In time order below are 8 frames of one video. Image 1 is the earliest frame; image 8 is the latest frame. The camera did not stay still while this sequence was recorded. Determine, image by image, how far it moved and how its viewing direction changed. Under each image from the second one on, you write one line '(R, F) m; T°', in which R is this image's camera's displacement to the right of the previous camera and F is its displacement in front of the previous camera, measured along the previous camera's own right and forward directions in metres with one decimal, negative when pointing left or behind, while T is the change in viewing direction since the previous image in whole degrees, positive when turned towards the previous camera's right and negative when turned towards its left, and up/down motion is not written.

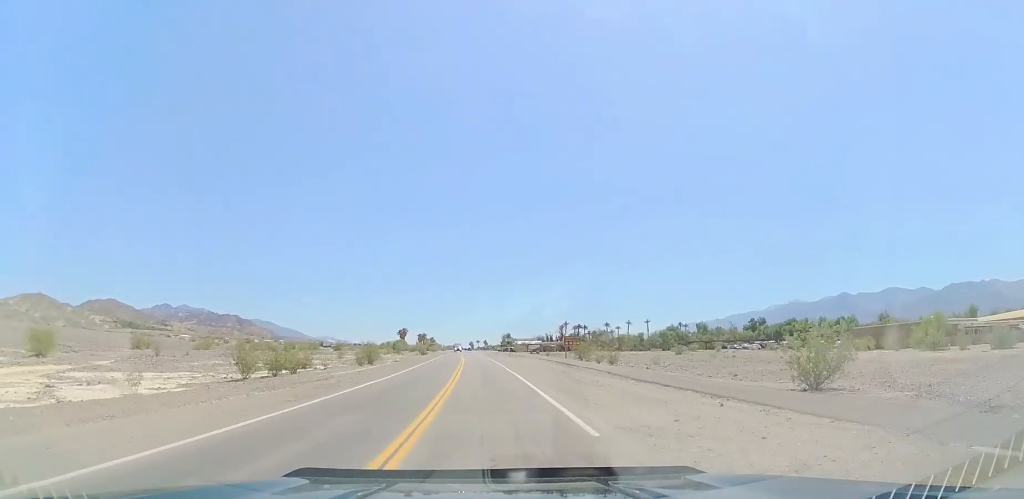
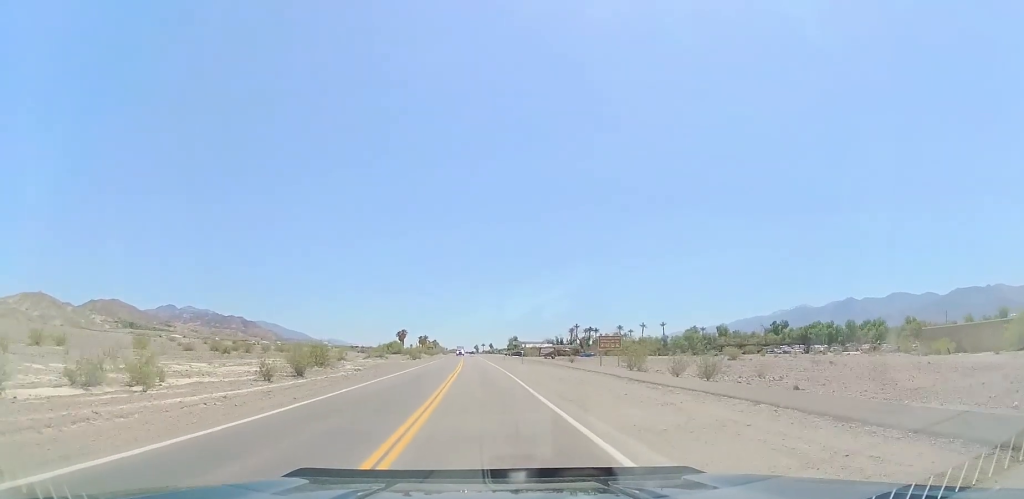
(0.0, +20.6) m; 0°
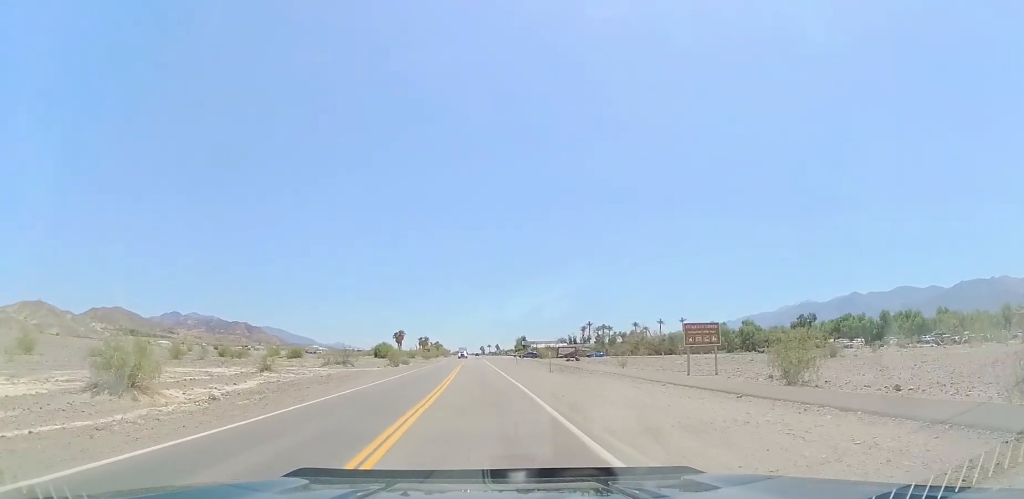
(0.0, +24.1) m; 0°
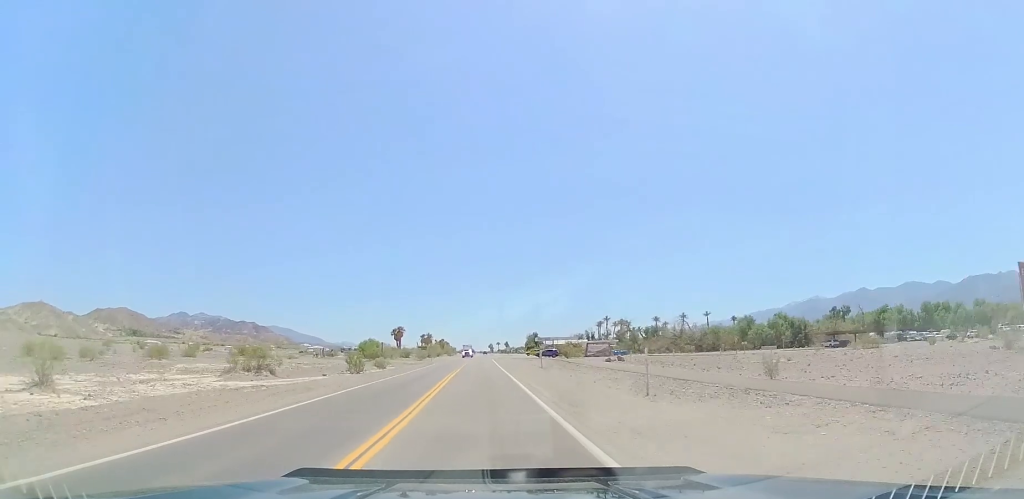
(+0.1, +24.2) m; 0°
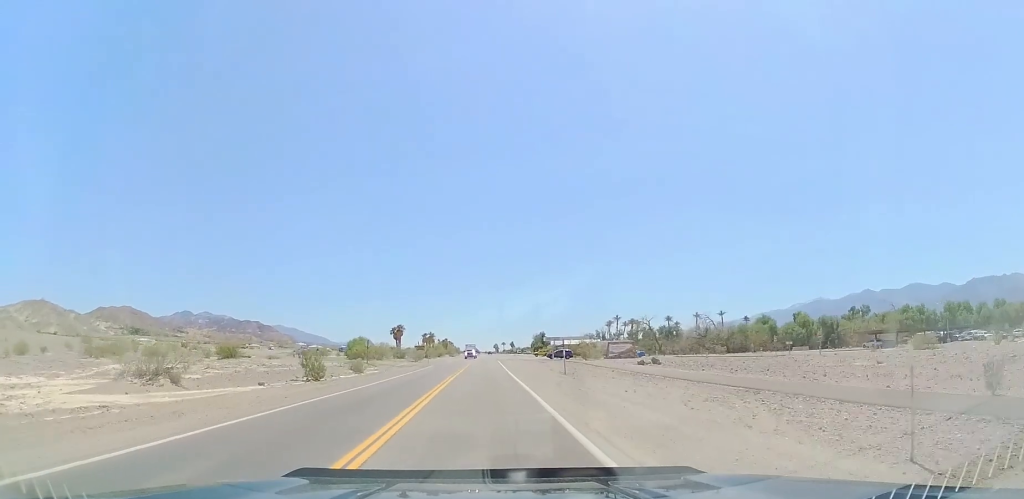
(0.0, +12.1) m; -2°
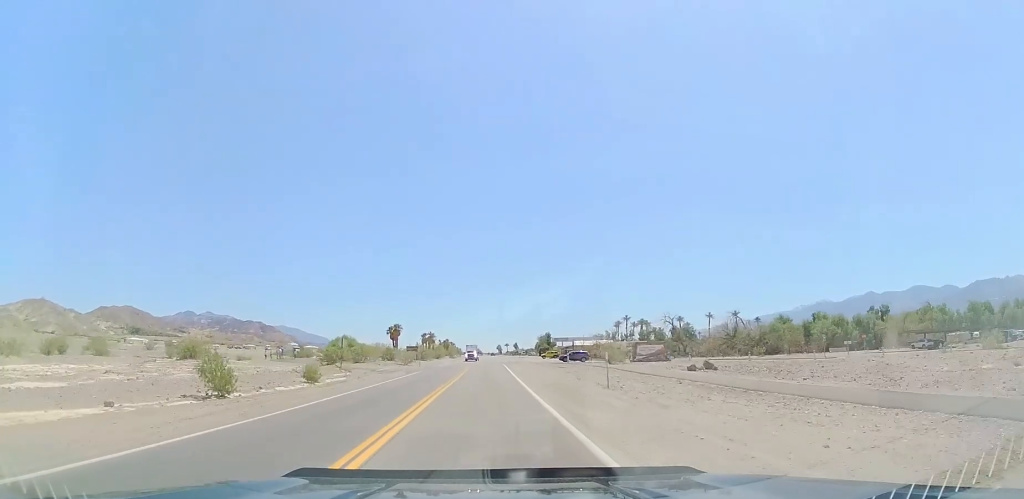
(-0.1, +12.8) m; -2°
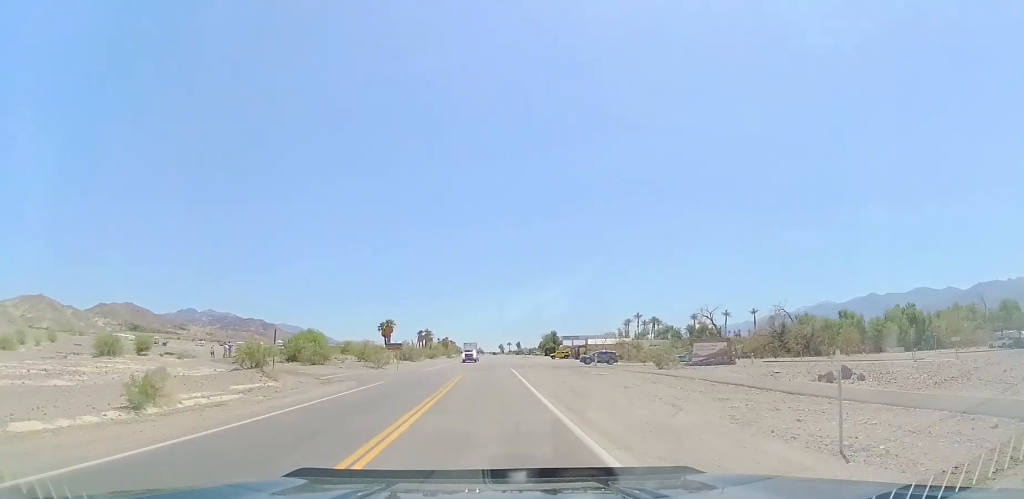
(-0.8, +17.4) m; -2°
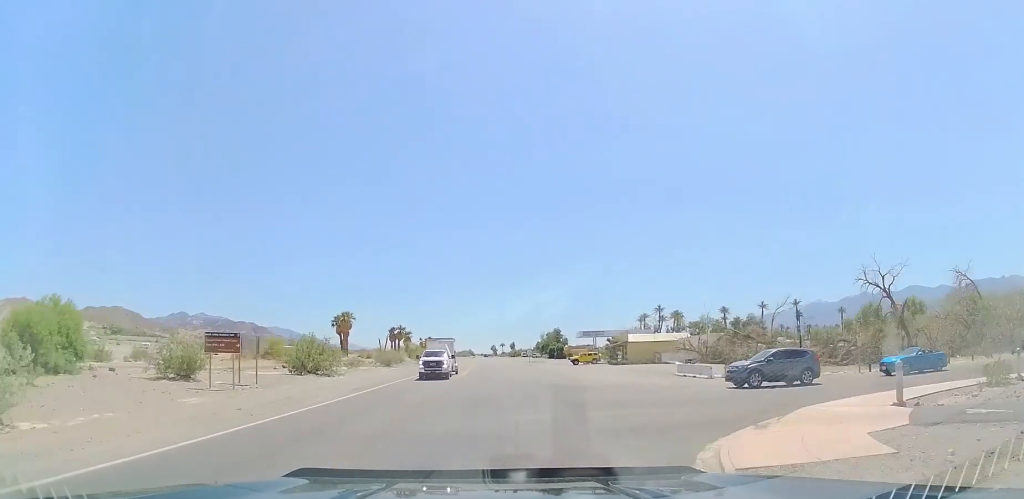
(0.0, +42.5) m; +1°
